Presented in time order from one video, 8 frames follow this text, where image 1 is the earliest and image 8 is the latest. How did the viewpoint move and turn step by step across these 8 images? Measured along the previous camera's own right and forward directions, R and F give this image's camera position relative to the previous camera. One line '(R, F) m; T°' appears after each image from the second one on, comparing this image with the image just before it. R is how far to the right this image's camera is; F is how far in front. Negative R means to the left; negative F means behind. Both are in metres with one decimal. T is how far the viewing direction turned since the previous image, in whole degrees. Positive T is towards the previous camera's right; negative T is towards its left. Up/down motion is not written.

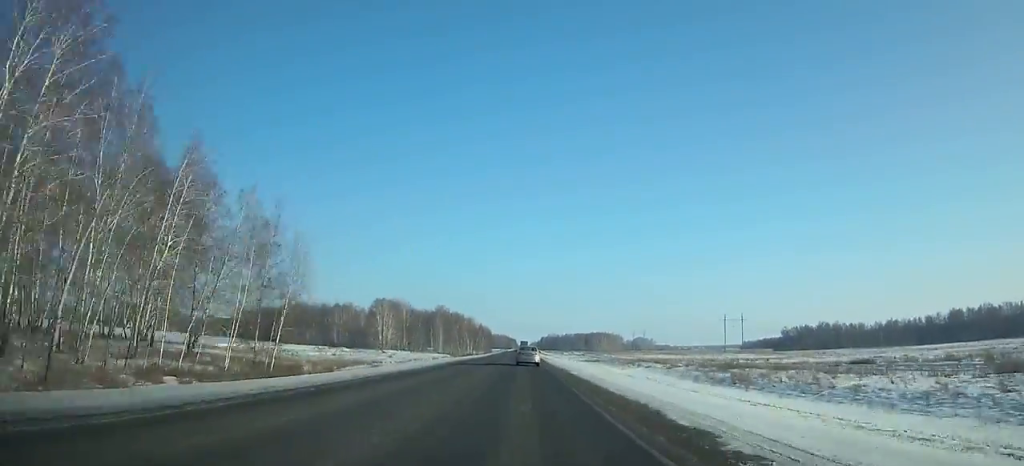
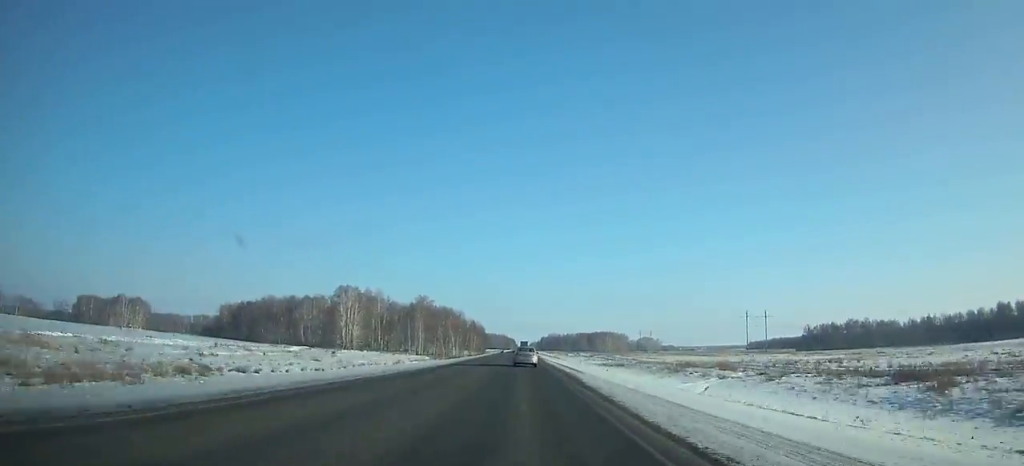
(0.0, +42.1) m; 0°
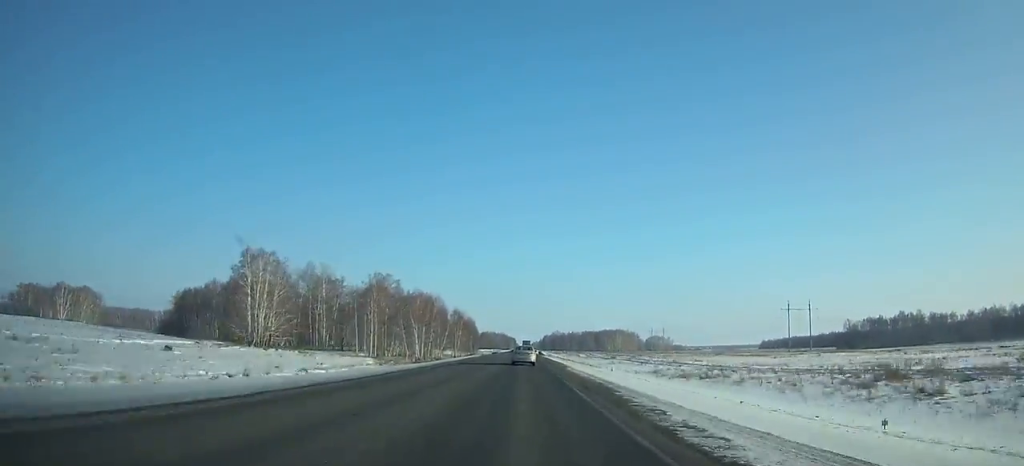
(0.0, +60.3) m; 0°
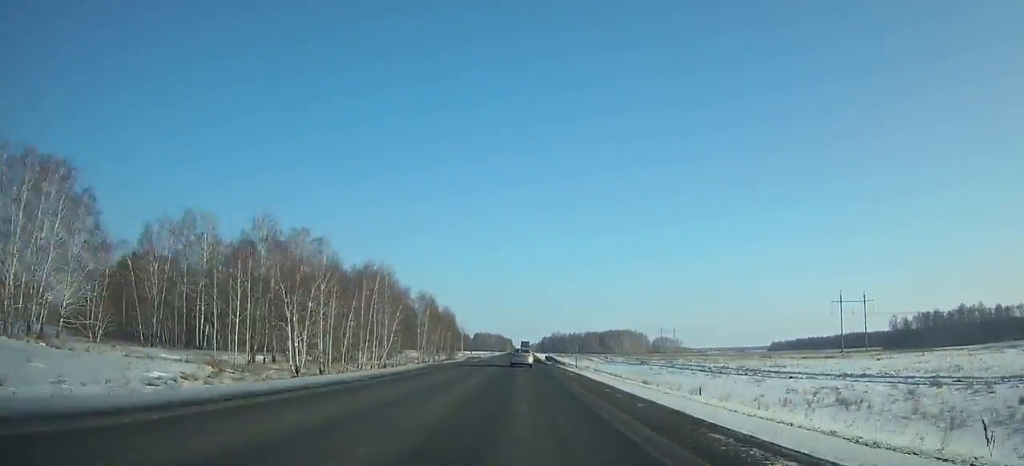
(0.0, +57.8) m; 0°
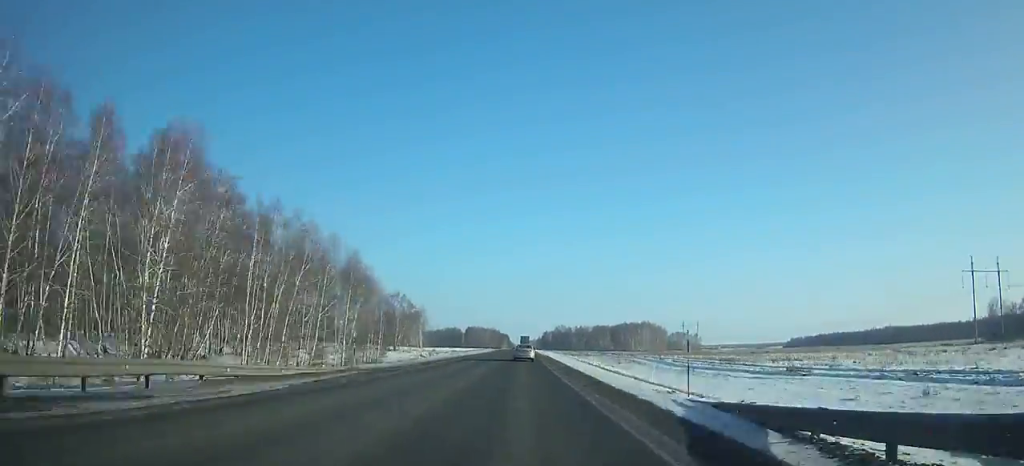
(+0.1, +89.9) m; 0°
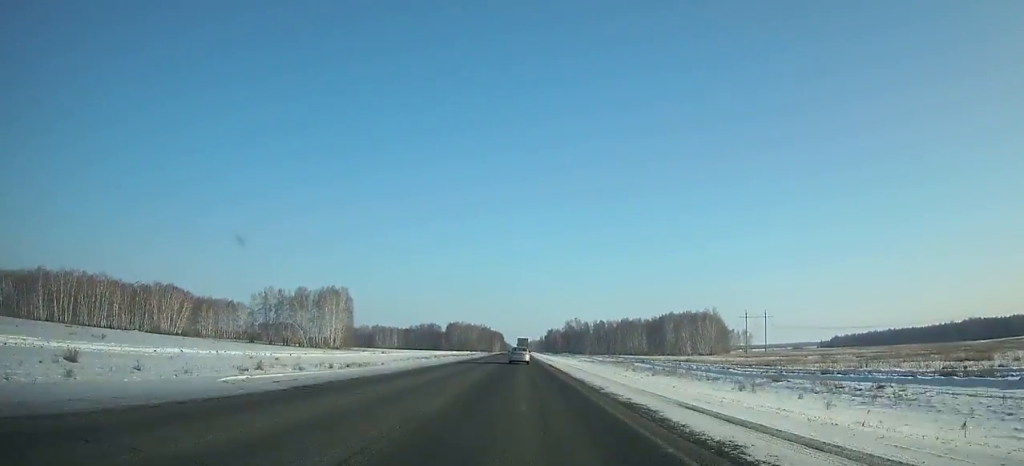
(-0.2, +150.1) m; 0°
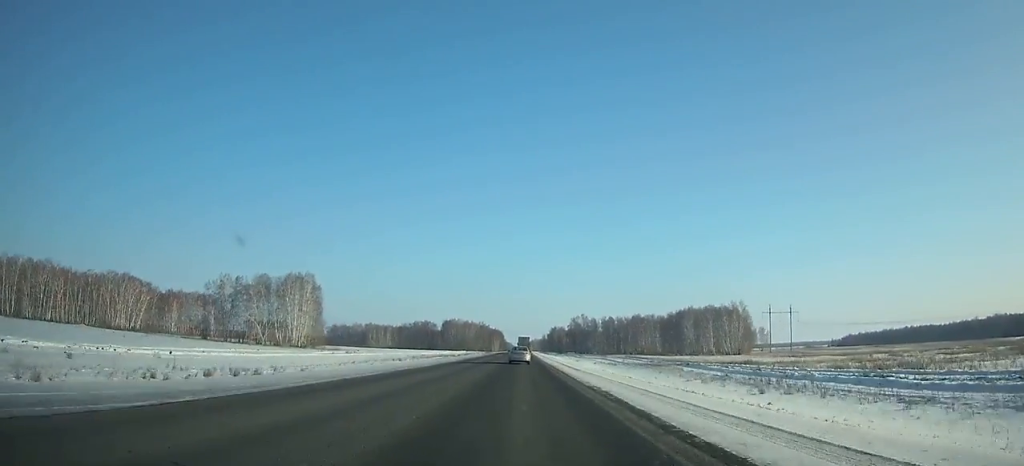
(-0.1, +35.1) m; 0°
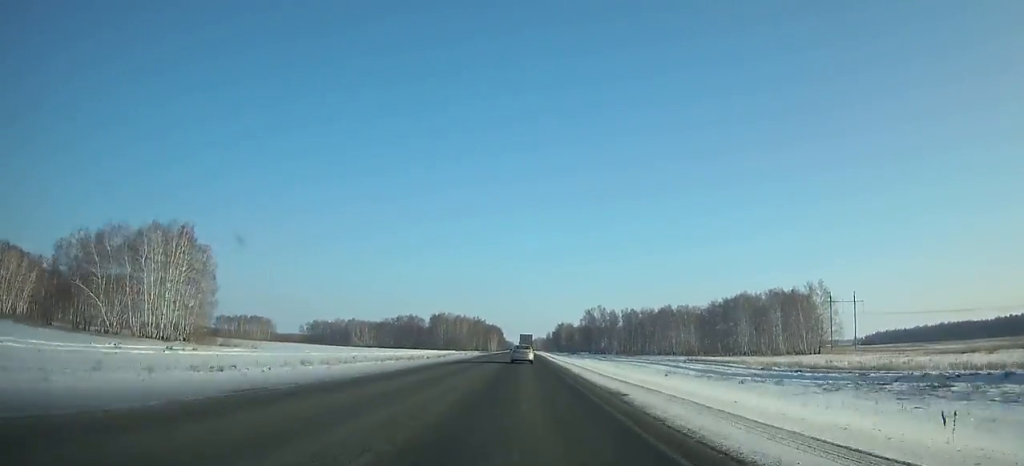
(0.0, +67.0) m; 0°
